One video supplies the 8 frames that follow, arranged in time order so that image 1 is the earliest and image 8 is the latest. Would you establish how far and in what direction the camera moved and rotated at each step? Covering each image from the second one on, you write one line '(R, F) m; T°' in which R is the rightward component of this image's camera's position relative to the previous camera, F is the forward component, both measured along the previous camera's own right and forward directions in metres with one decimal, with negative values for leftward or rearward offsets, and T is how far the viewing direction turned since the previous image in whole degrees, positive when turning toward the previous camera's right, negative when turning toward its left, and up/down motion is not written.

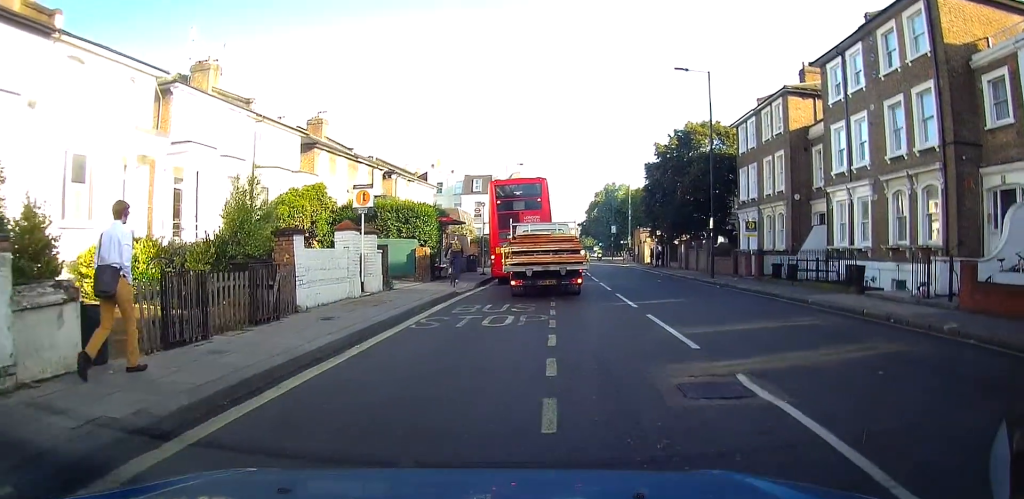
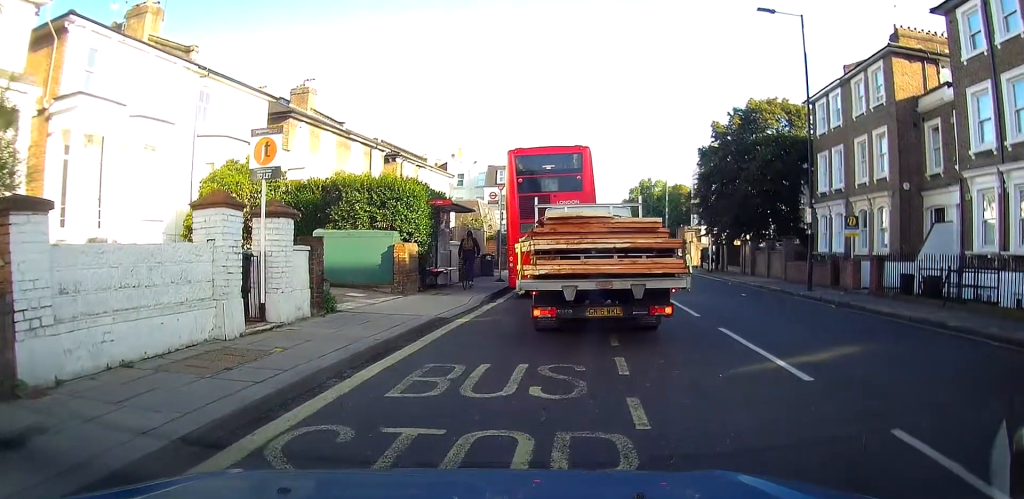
(0.0, +8.4) m; +1°
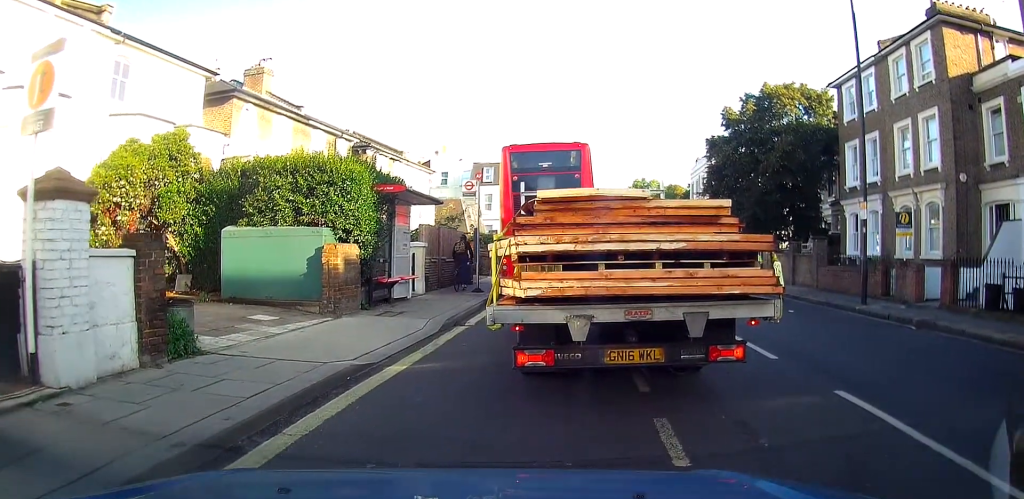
(+0.4, +4.5) m; +6°
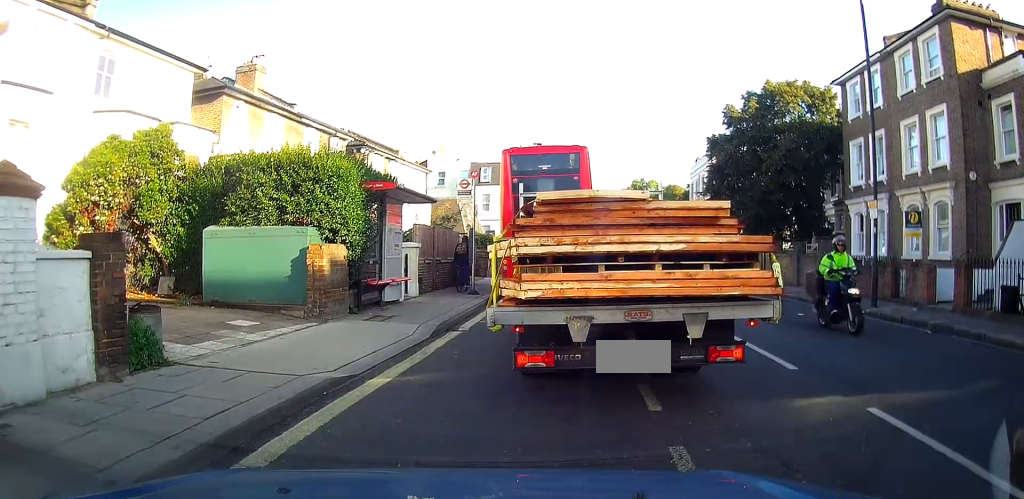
(0.0, +0.5) m; -2°
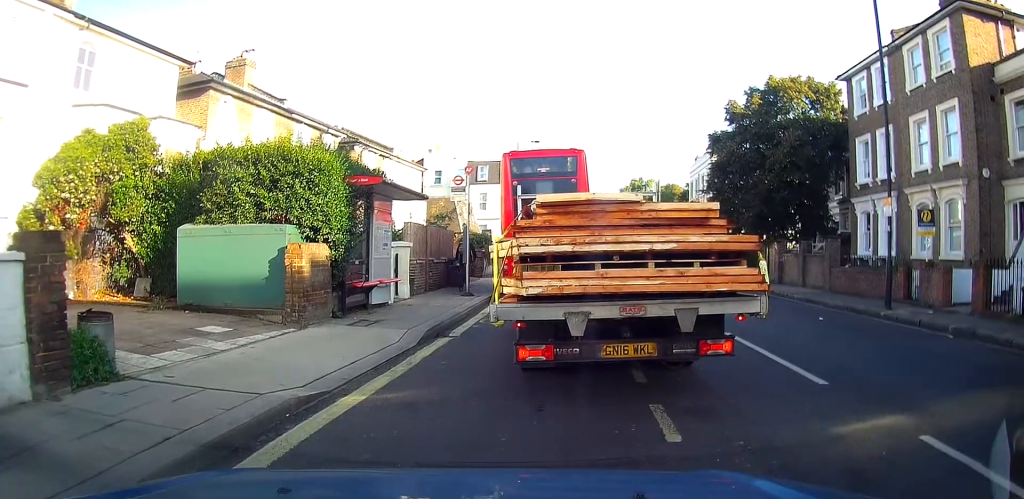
(0.0, +0.7) m; -2°
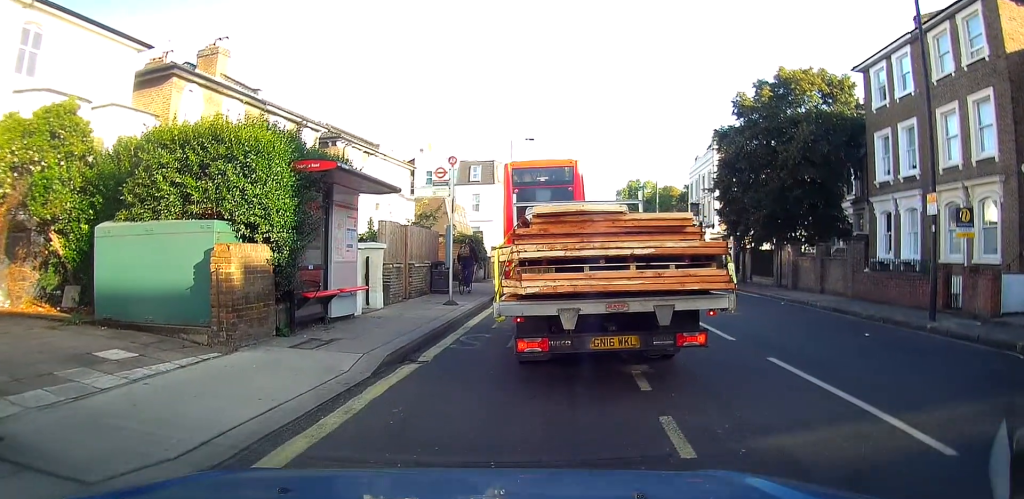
(0.0, +2.1) m; -3°
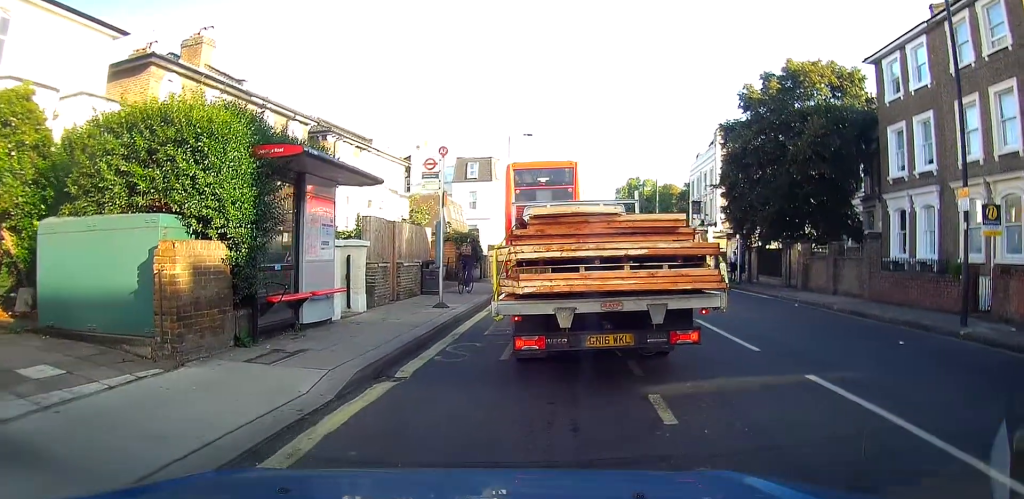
(0.0, +1.2) m; -1°
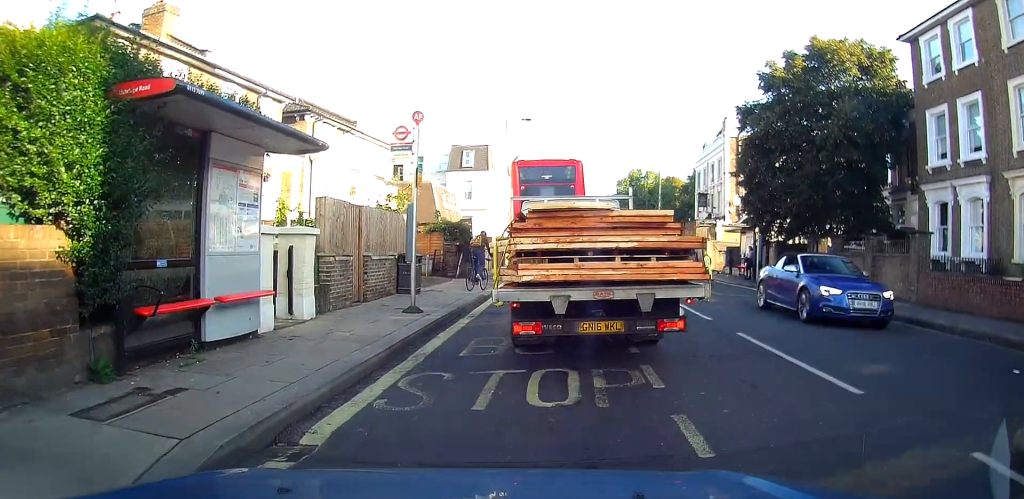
(-0.1, +2.8) m; -2°
